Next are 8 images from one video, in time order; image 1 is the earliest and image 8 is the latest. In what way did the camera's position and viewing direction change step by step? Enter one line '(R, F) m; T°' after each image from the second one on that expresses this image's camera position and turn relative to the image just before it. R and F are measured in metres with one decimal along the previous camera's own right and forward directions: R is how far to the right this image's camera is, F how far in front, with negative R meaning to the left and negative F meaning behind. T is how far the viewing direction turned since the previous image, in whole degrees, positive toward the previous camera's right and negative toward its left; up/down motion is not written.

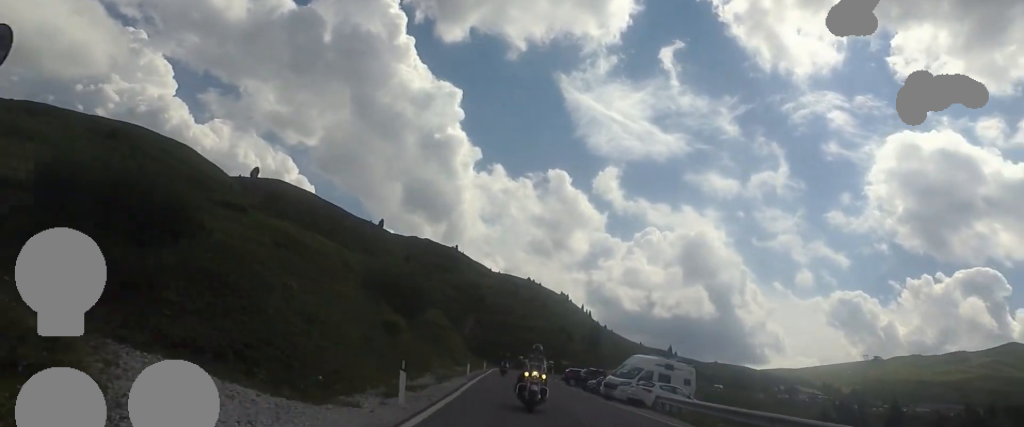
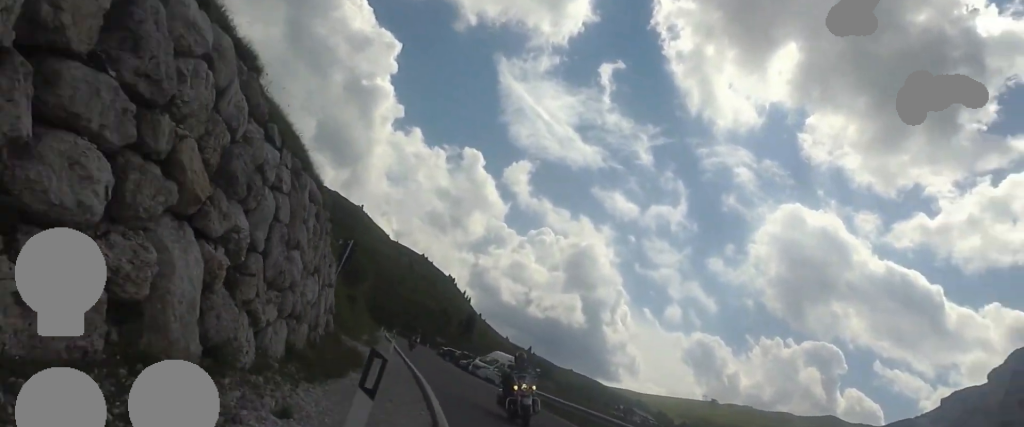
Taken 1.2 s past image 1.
(+2.0, +17.4) m; +14°
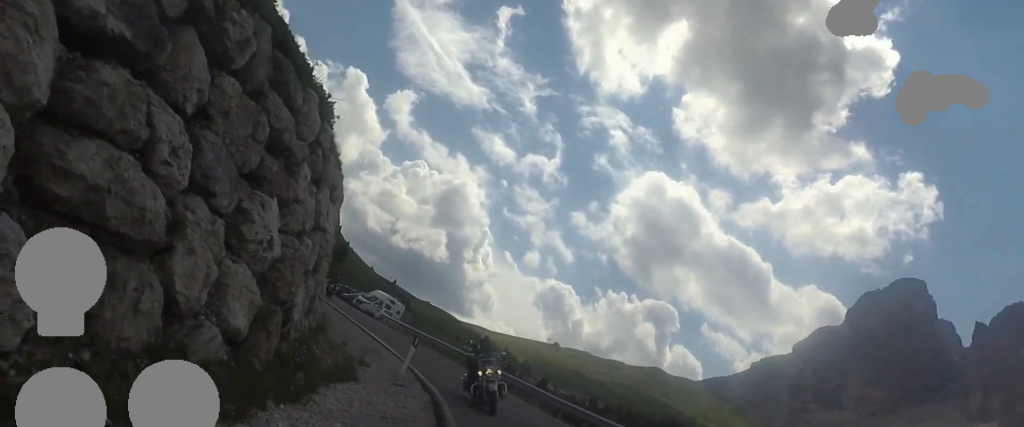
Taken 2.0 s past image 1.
(+1.0, +11.0) m; +8°
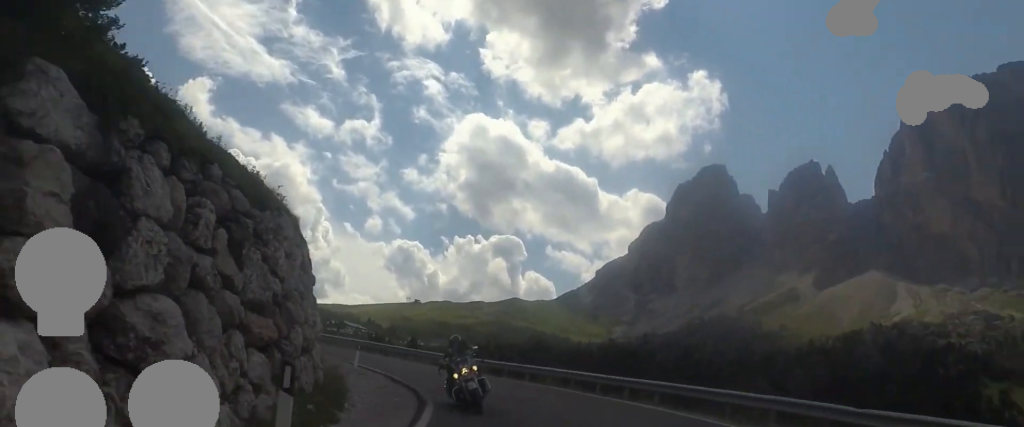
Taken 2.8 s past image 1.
(+0.7, +10.9) m; +4°
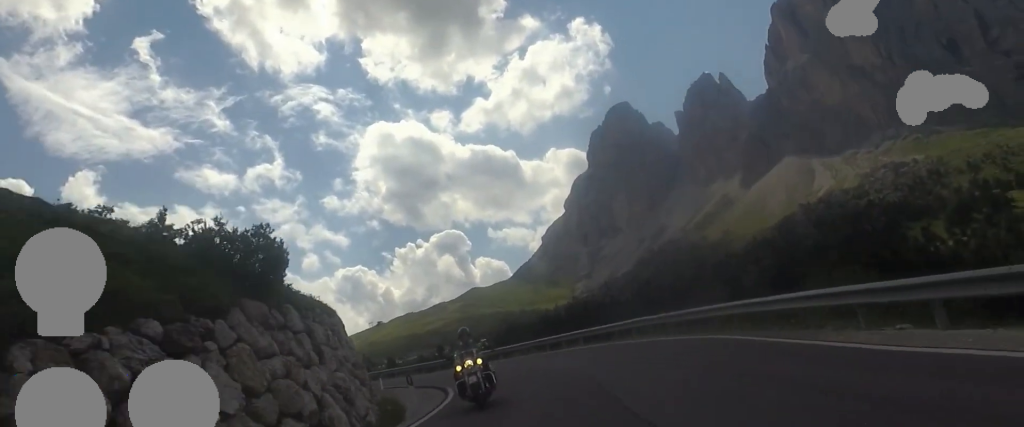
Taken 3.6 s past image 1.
(+0.5, +10.9) m; -2°
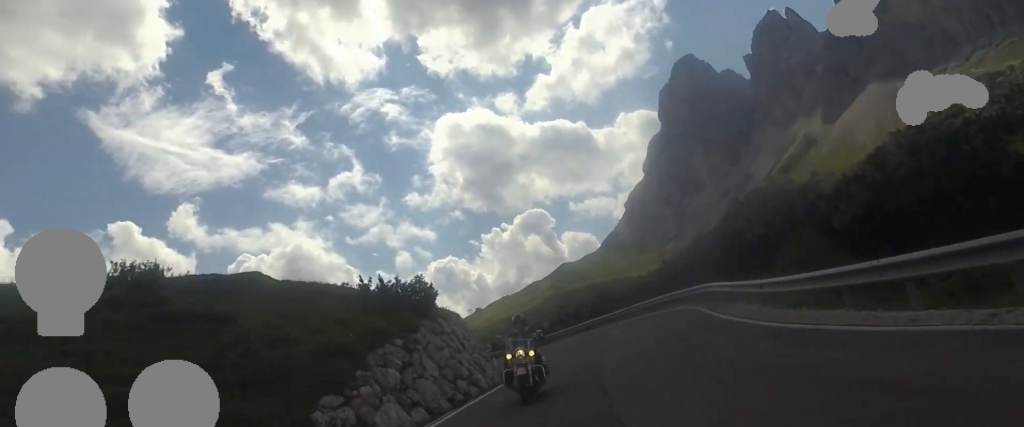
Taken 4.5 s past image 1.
(-1.0, +11.4) m; -4°
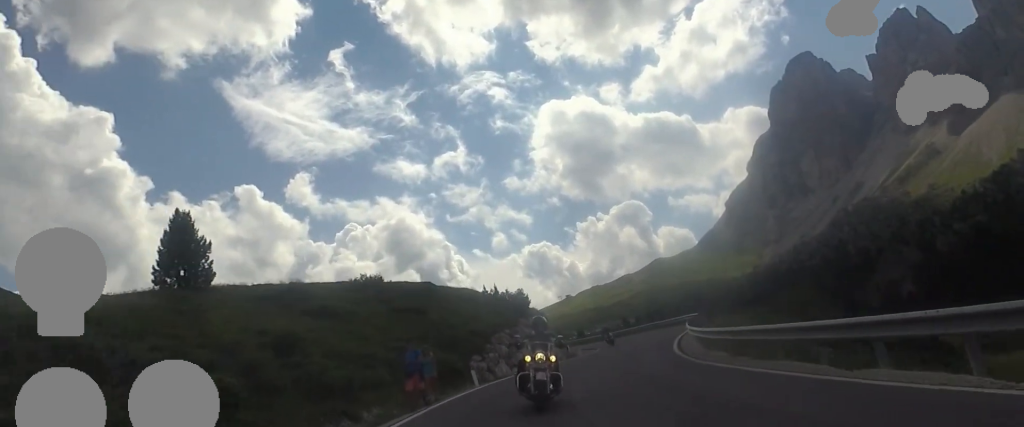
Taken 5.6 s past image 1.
(-0.3, +15.9) m; -4°
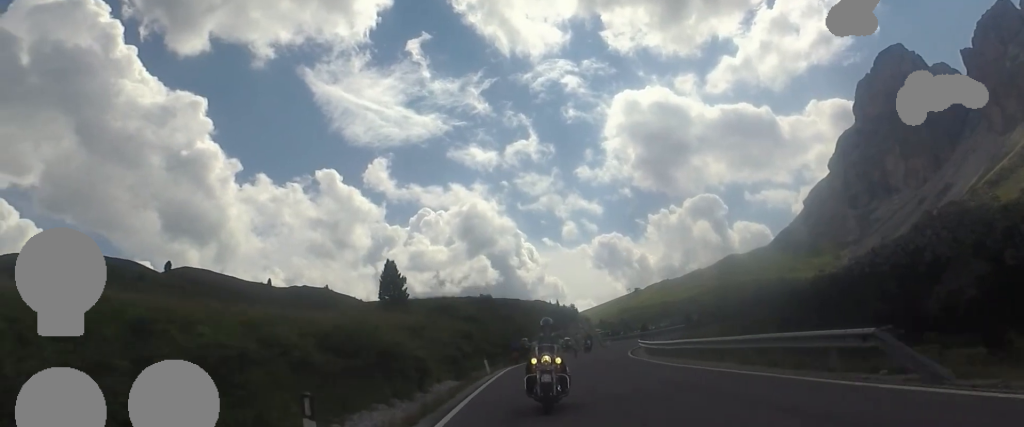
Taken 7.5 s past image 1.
(-2.8, +26.8) m; -7°
